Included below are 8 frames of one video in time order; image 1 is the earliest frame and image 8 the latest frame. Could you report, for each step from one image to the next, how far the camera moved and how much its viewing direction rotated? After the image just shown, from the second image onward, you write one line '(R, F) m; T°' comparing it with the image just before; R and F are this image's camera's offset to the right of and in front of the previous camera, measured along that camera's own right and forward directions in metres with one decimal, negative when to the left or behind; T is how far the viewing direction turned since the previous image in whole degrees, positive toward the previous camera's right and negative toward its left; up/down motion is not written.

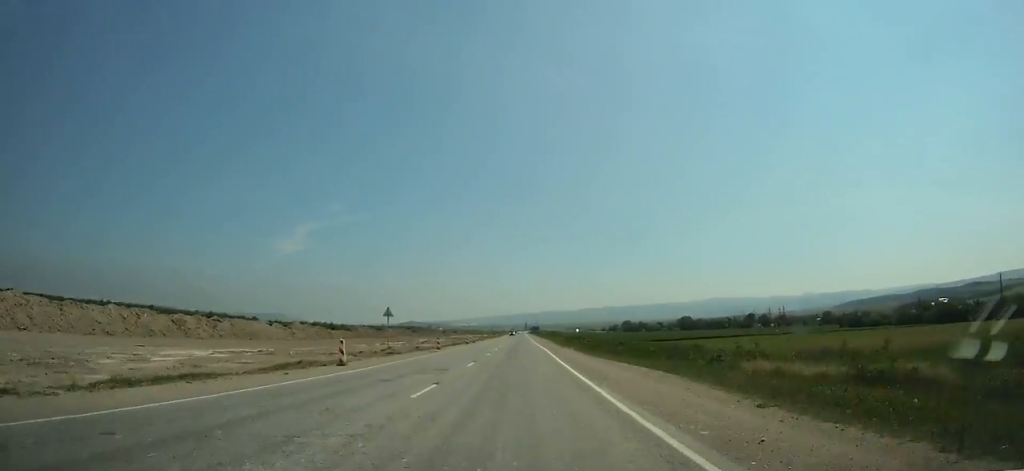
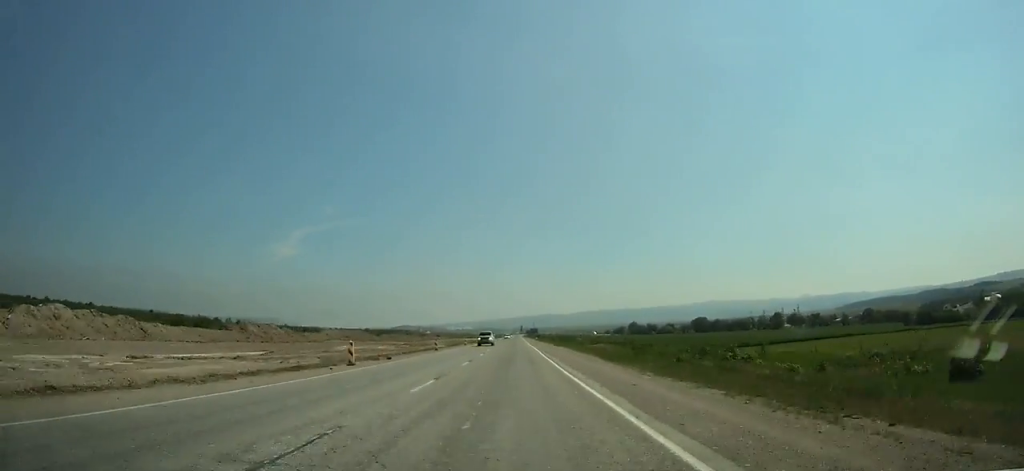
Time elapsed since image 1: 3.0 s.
(+0.1, +57.6) m; 0°
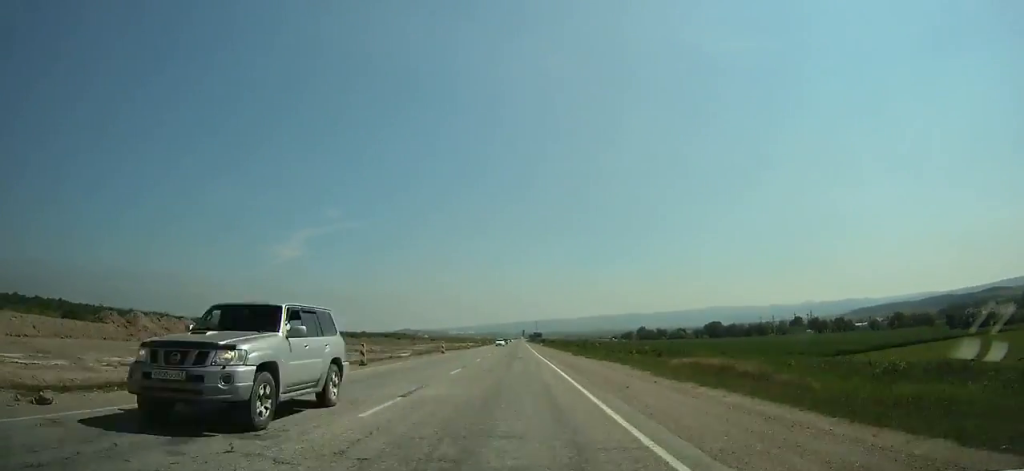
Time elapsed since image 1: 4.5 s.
(+0.1, +28.9) m; 0°
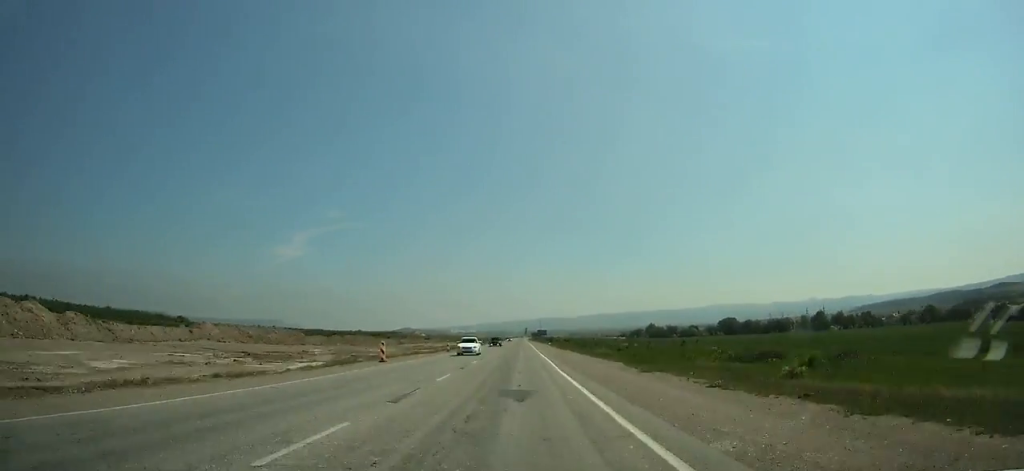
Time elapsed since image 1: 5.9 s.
(0.0, +27.0) m; 0°
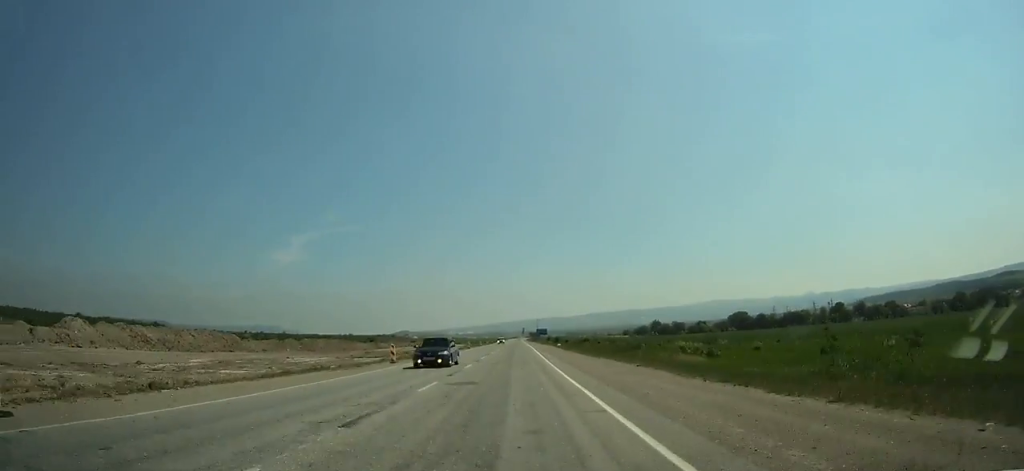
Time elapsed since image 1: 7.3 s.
(0.0, +27.0) m; 0°
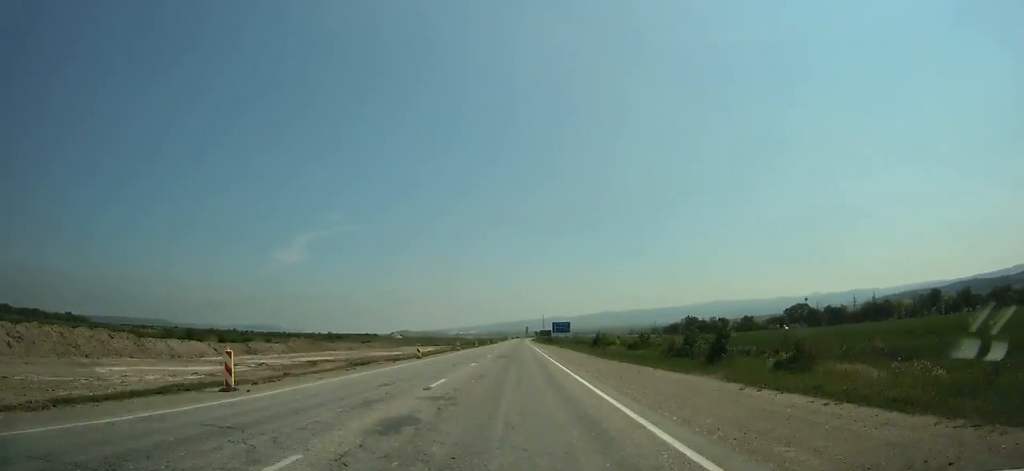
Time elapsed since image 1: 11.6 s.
(-0.1, +82.5) m; 0°
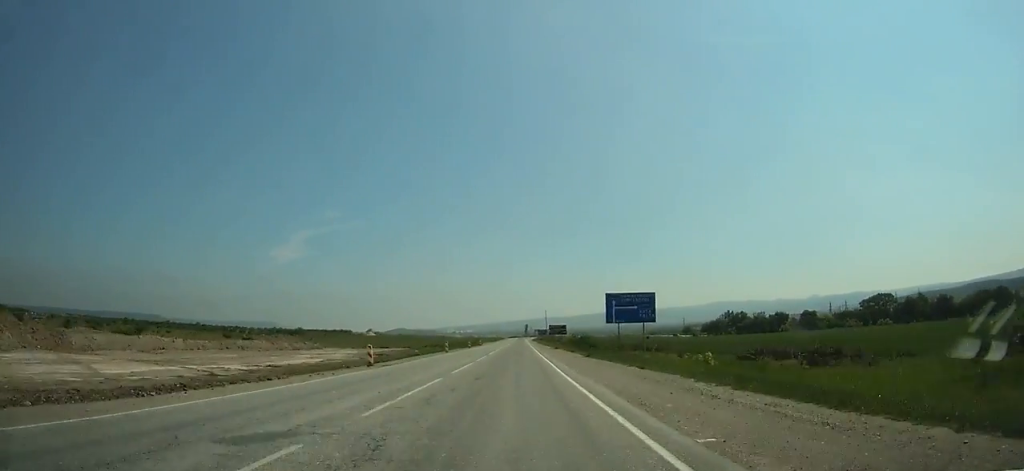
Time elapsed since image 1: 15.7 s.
(+0.1, +78.1) m; 0°
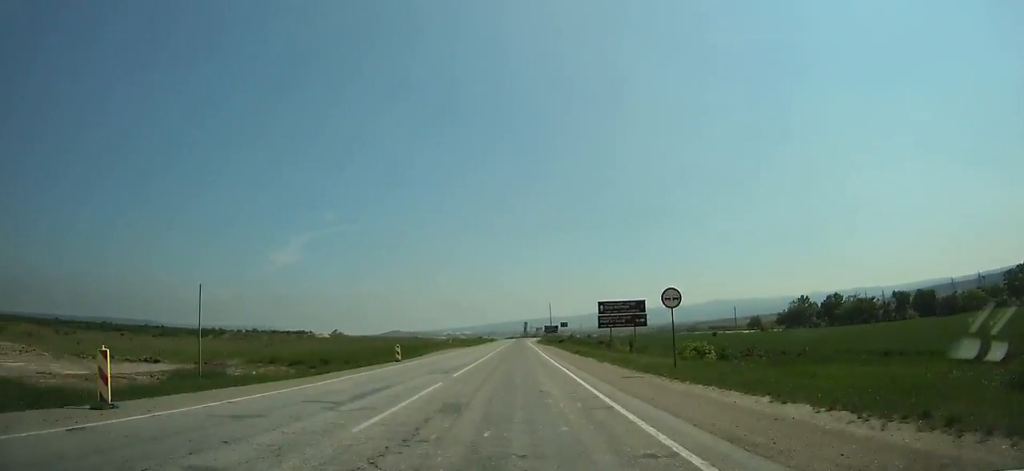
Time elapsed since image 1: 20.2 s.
(+0.2, +85.9) m; 0°
